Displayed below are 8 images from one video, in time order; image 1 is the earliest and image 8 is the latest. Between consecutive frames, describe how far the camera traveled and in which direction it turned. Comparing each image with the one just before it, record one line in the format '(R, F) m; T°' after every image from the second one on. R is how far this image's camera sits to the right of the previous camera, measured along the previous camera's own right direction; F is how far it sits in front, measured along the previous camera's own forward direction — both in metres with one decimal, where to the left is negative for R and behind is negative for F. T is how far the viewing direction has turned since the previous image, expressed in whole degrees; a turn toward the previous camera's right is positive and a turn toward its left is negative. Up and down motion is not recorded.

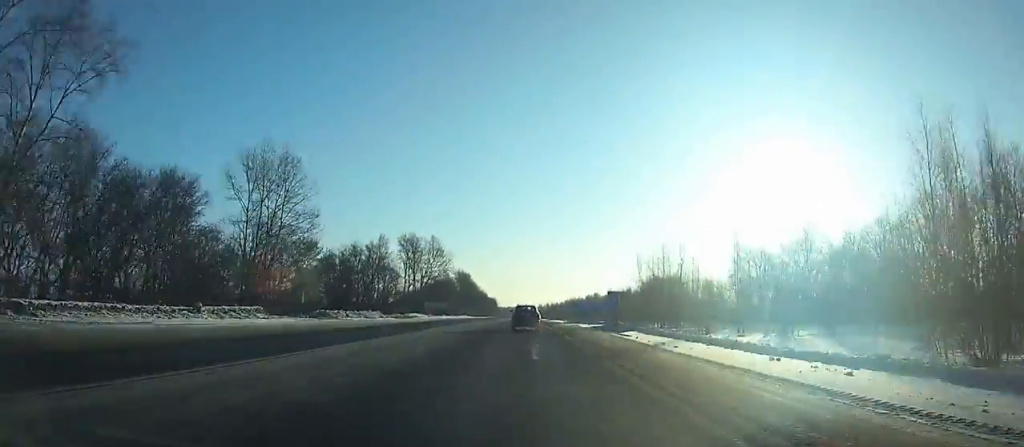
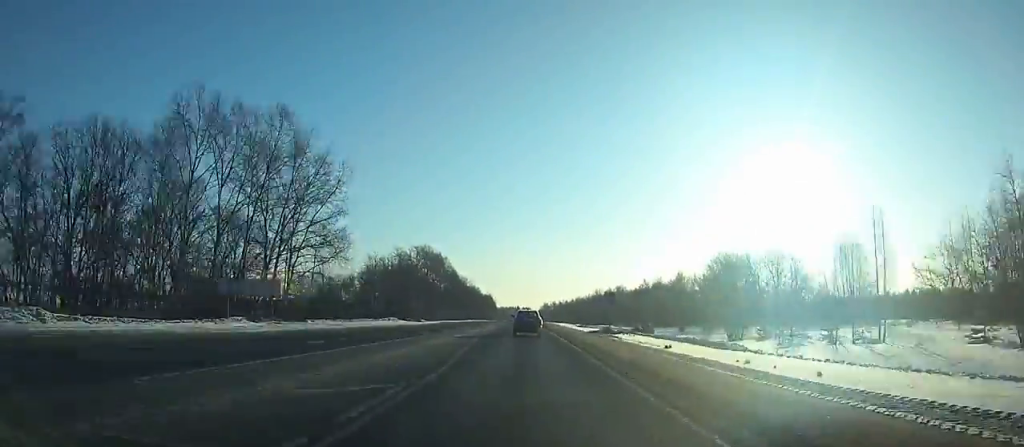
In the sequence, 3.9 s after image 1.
(0.0, +89.3) m; 0°
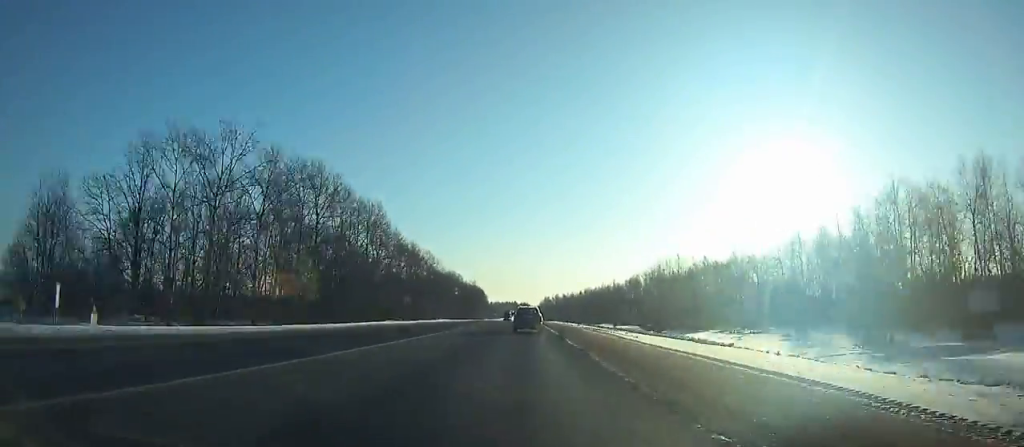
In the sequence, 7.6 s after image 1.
(+0.1, +85.2) m; 0°
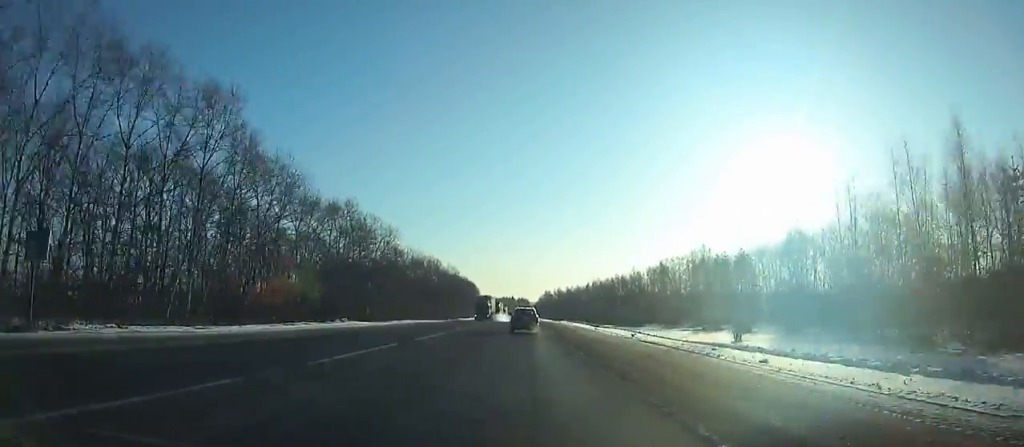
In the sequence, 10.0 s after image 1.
(-0.2, +55.9) m; 0°
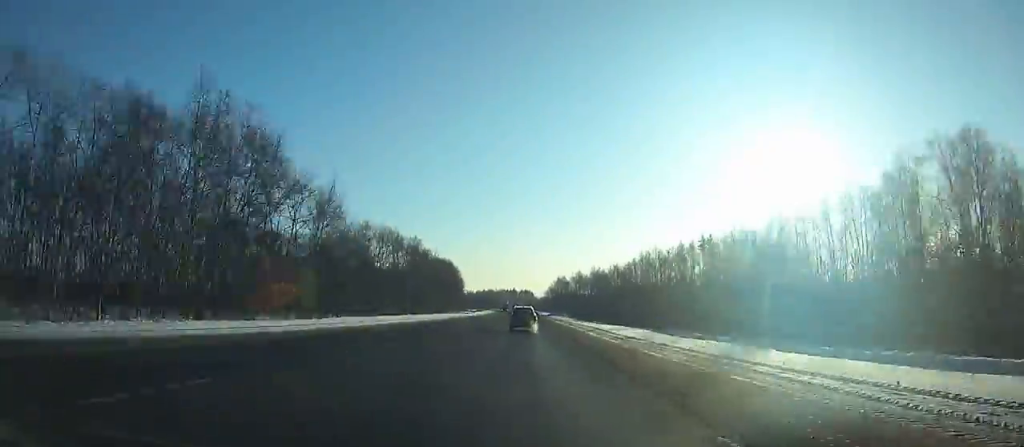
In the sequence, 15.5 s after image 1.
(-0.6, +131.0) m; -1°
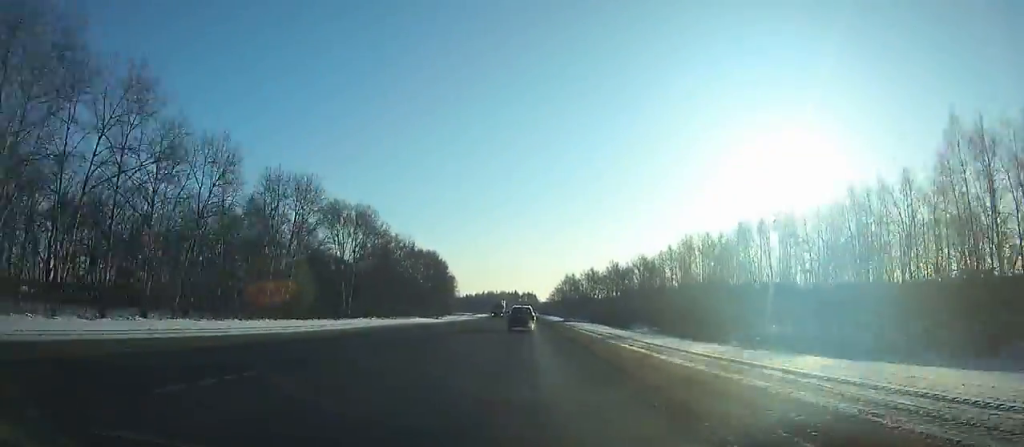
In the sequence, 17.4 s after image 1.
(0.0, +46.0) m; 0°
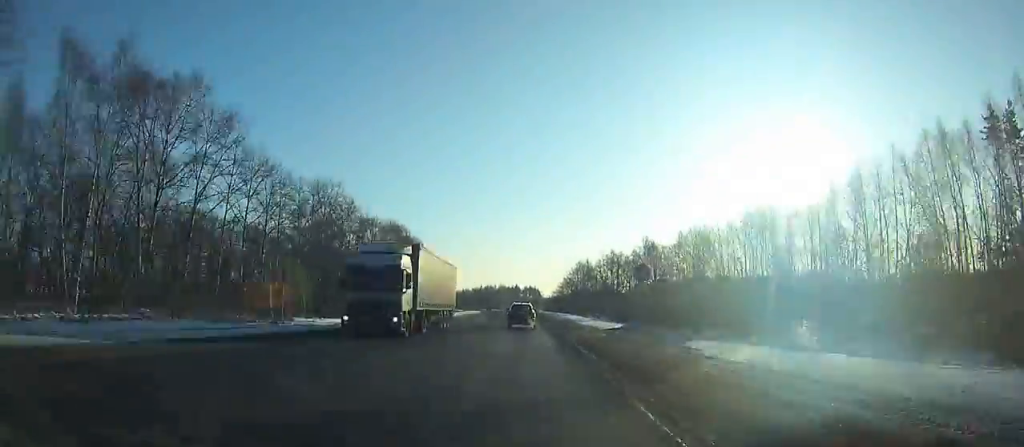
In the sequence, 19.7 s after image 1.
(0.0, +55.8) m; 0°
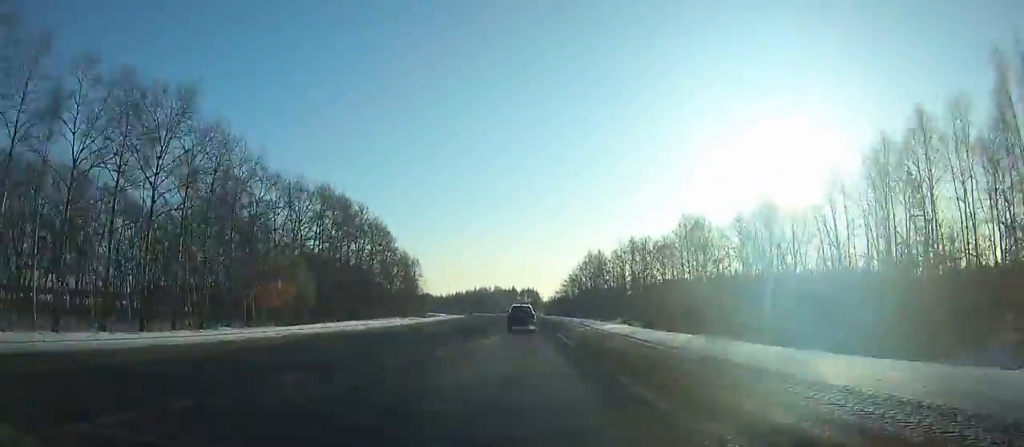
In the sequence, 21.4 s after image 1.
(+0.1, +41.3) m; 0°
